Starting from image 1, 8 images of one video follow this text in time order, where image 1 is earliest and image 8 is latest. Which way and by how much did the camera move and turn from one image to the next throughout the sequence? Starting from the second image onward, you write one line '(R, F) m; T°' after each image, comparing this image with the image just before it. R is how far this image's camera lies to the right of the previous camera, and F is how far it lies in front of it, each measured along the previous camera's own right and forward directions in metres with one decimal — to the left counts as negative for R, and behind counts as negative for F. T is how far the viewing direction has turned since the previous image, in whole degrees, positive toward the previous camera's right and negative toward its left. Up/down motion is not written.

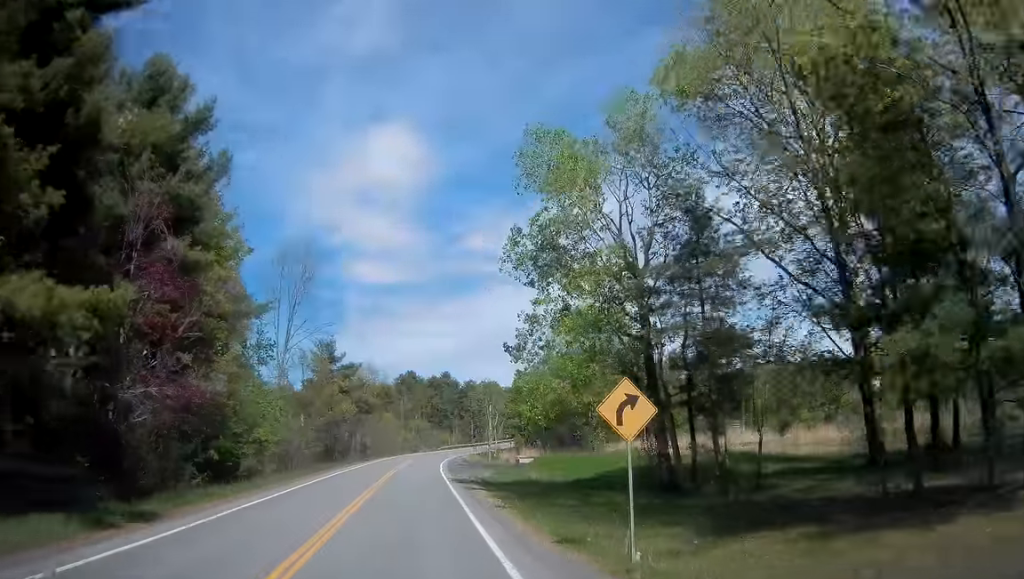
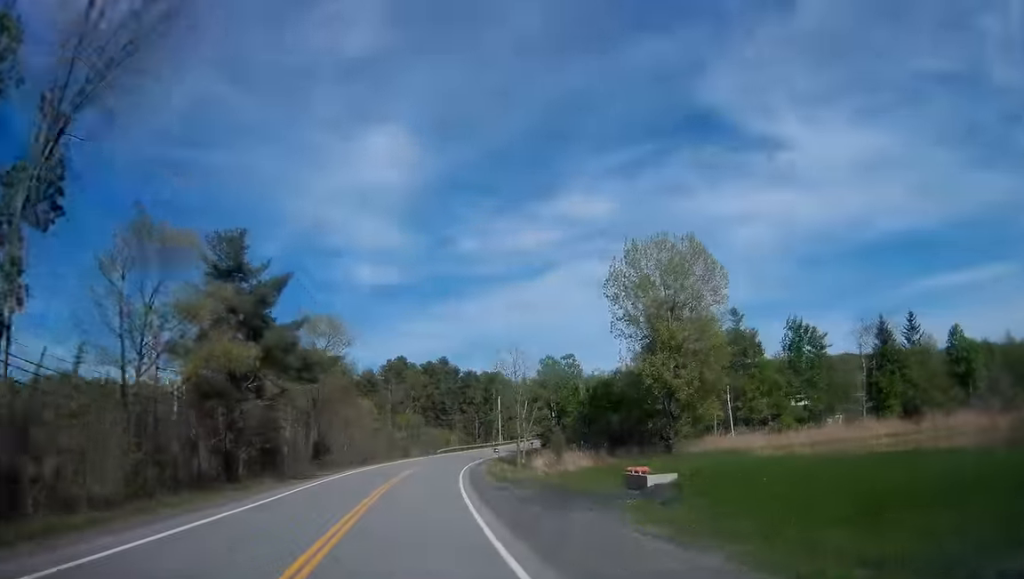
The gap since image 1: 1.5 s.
(+0.4, +34.0) m; +1°
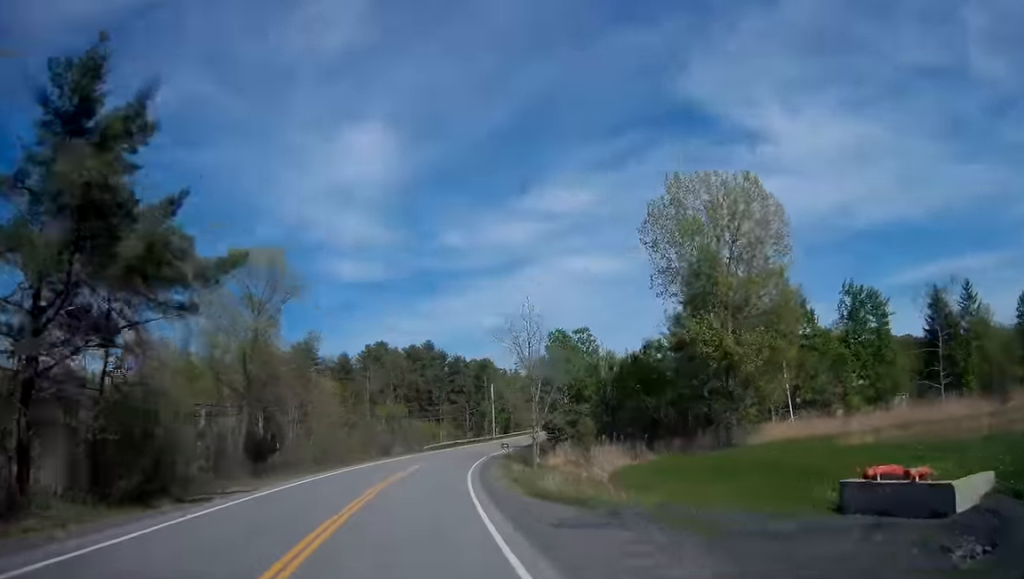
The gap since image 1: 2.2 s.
(+0.1, +16.7) m; 0°
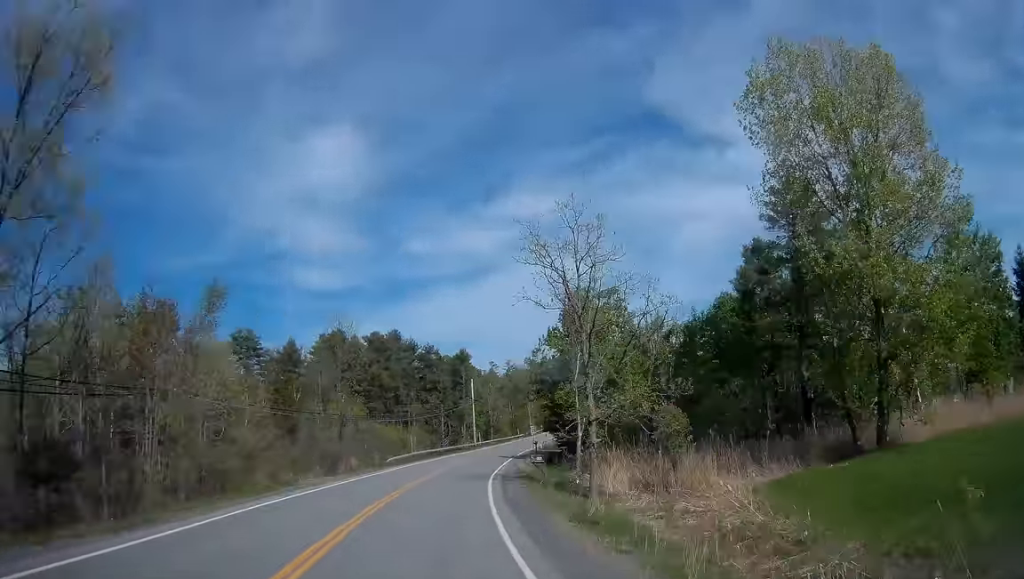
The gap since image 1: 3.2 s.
(-0.1, +22.8) m; +3°
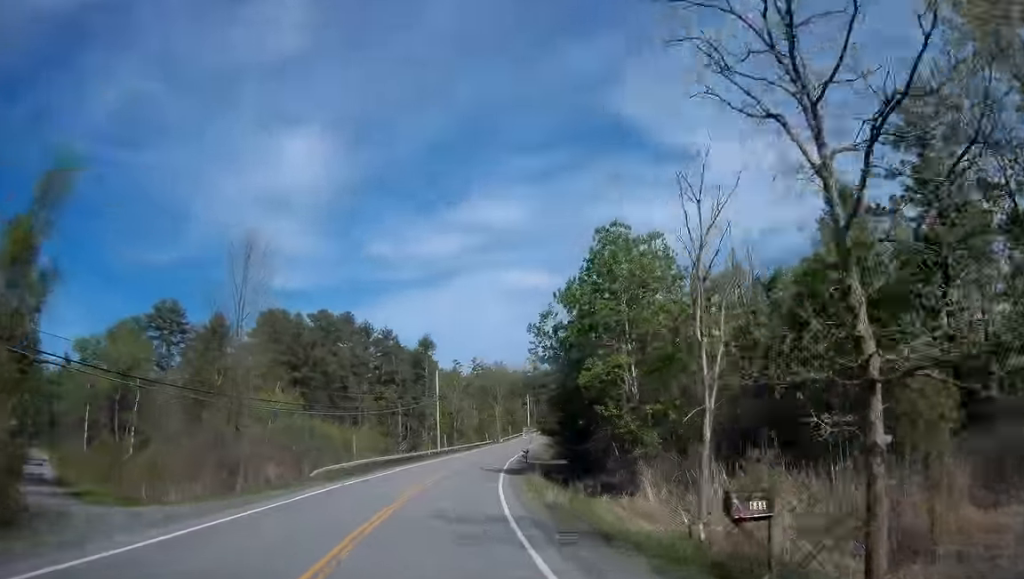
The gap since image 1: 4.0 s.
(+1.0, +18.2) m; +4°
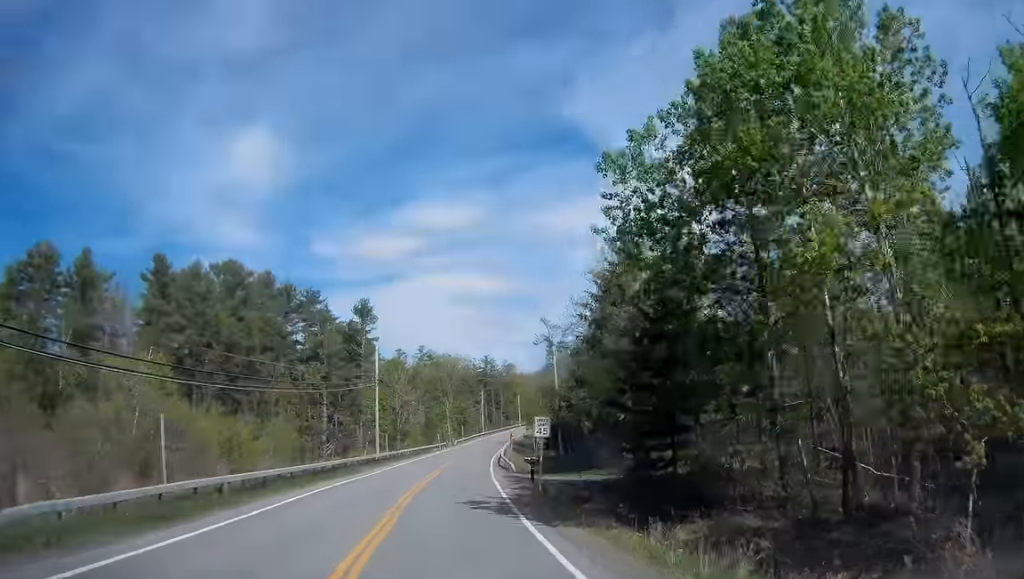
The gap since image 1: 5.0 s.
(+0.7, +22.7) m; +4°
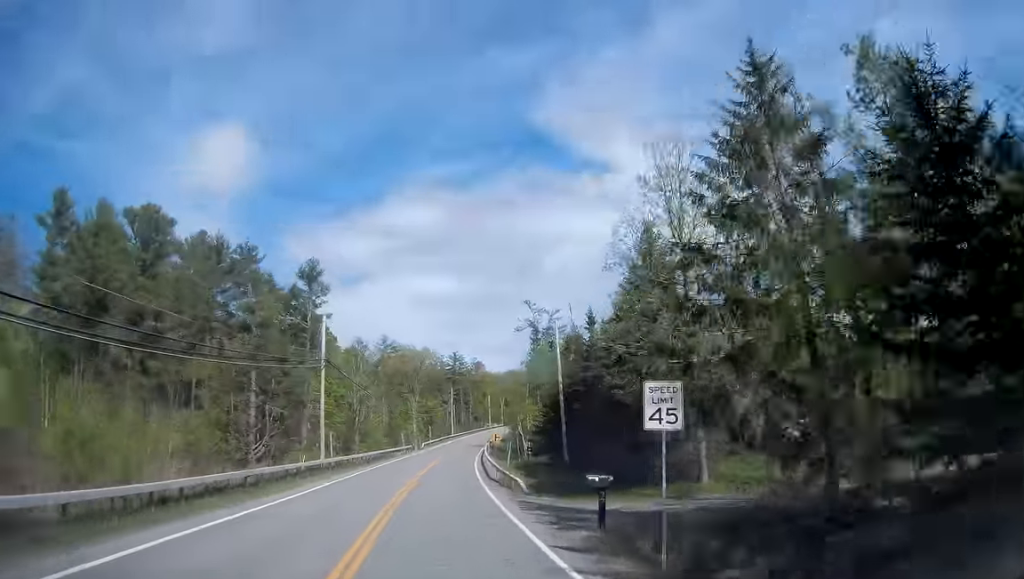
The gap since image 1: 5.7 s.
(+0.4, +14.9) m; +3°
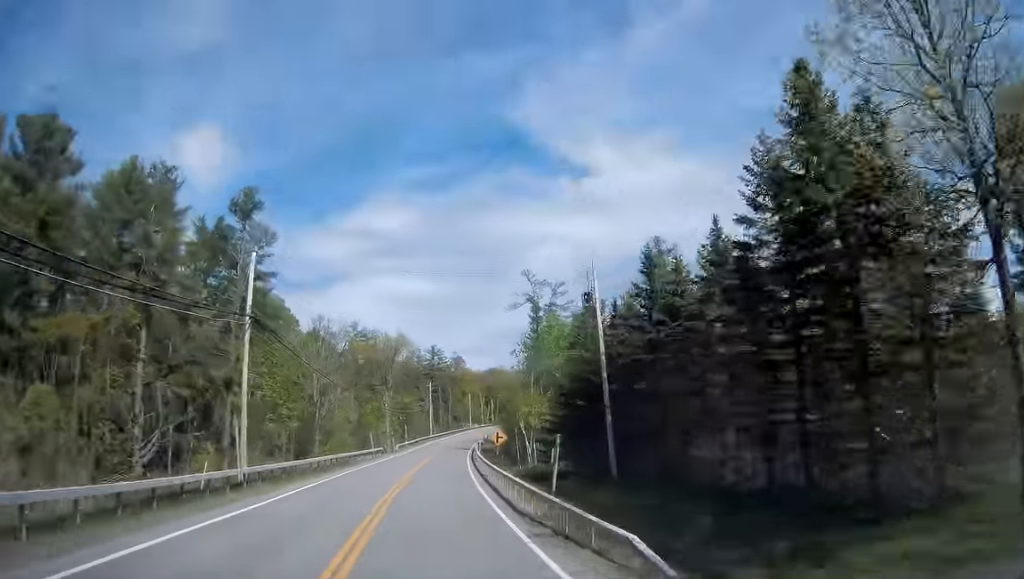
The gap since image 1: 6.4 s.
(+0.3, +15.6) m; +3°
